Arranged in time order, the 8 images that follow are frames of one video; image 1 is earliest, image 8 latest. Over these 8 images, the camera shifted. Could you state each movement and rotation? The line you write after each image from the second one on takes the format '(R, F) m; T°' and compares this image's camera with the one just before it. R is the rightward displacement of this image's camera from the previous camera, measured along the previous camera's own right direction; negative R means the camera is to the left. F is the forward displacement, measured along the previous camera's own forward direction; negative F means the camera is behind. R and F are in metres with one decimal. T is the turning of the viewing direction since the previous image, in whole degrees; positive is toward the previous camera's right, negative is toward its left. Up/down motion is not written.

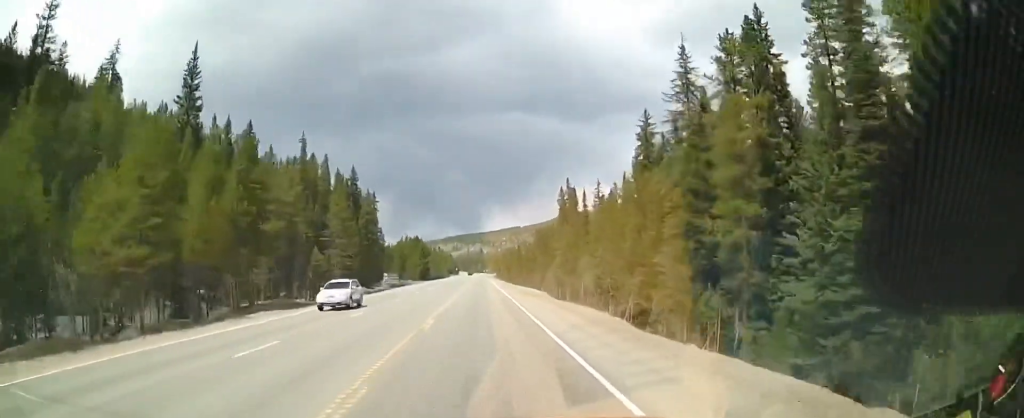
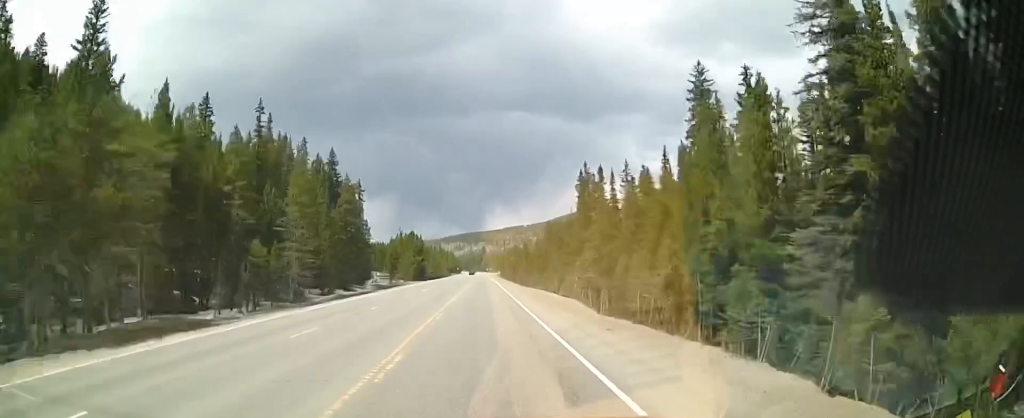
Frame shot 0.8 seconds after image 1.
(+0.2, +21.9) m; +1°
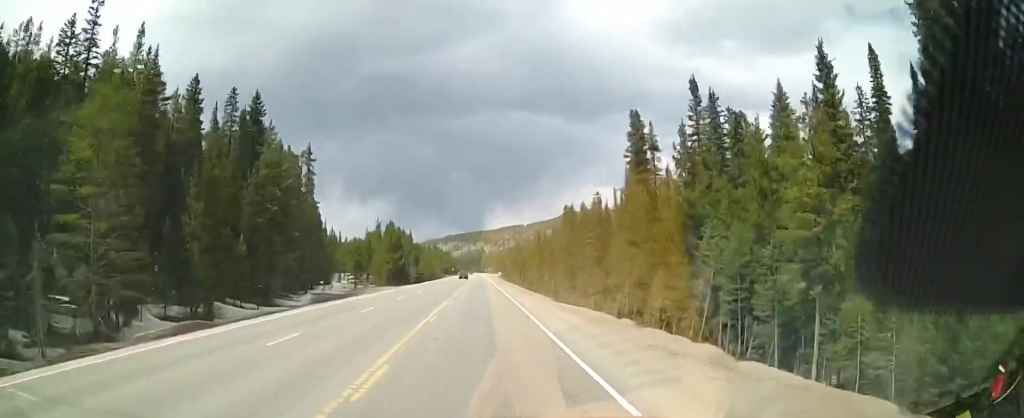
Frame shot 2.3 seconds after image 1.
(+0.3, +40.1) m; +1°
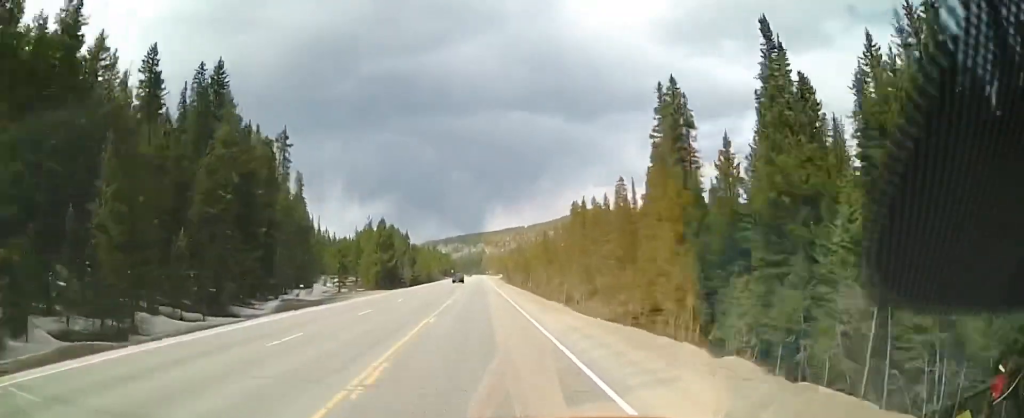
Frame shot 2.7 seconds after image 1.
(+0.1, +12.5) m; 0°
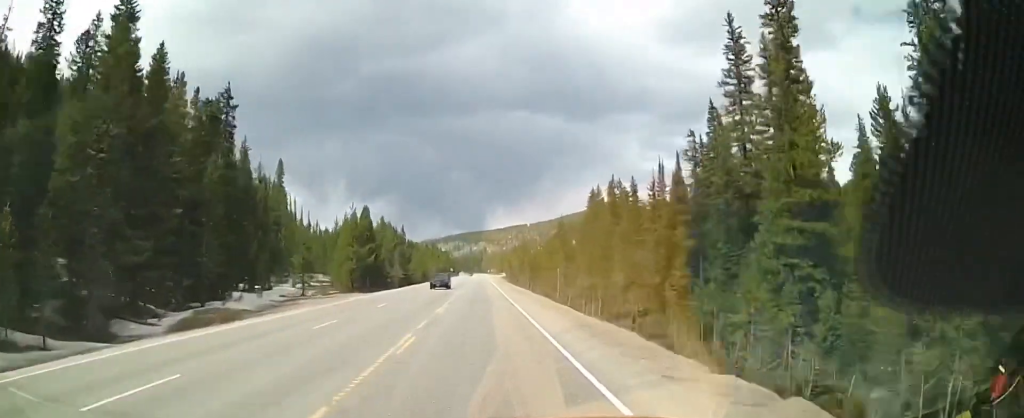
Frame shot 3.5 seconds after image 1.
(+0.2, +20.3) m; 0°
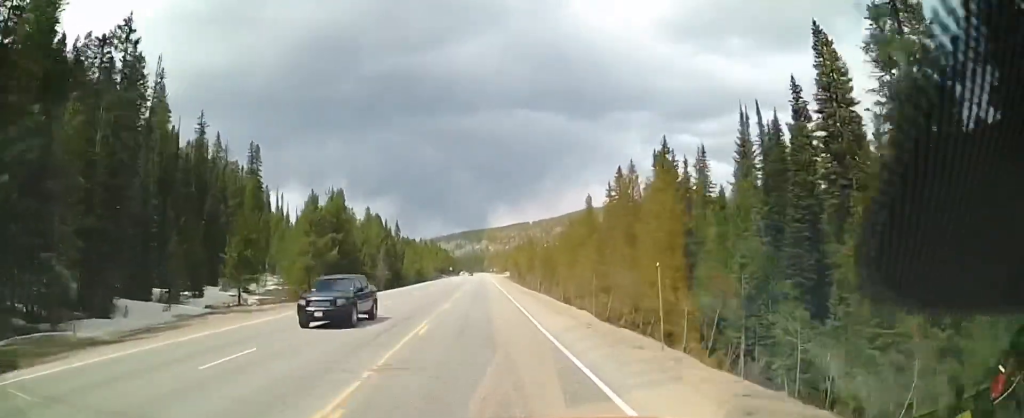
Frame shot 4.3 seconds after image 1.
(-0.2, +21.0) m; -1°
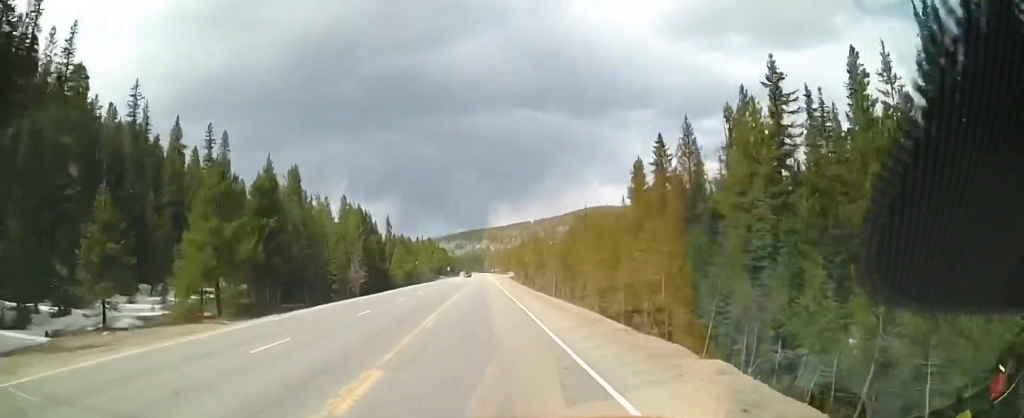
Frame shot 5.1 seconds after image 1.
(-0.1, +21.7) m; -1°
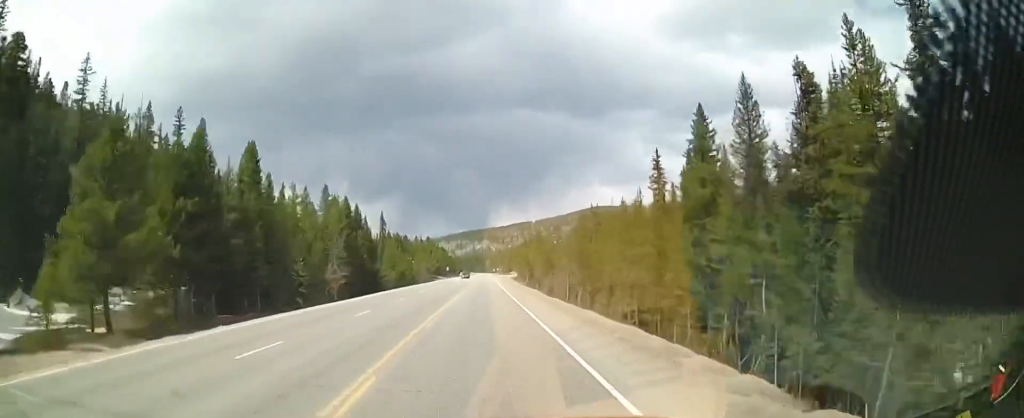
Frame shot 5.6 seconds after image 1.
(0.0, +13.0) m; 0°
